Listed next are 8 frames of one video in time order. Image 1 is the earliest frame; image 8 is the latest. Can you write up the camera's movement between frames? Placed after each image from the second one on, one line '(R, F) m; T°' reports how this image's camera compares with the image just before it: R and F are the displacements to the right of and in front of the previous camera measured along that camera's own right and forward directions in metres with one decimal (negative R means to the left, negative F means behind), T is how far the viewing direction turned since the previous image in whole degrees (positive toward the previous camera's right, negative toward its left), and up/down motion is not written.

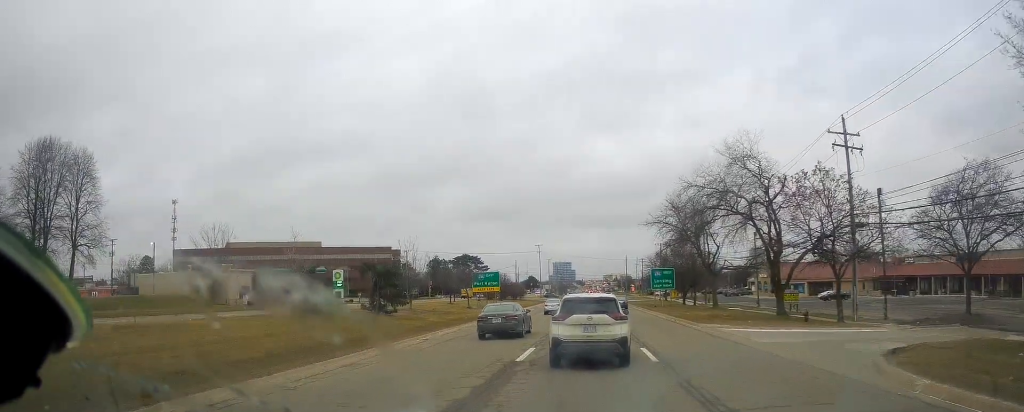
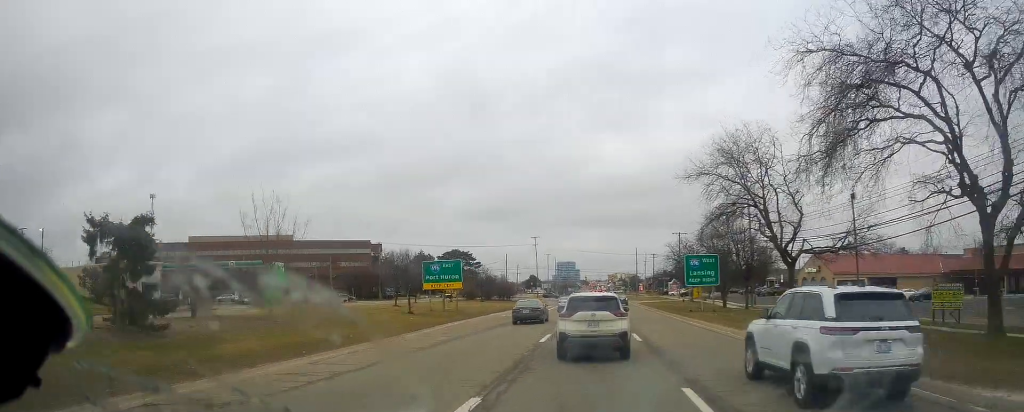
(-0.2, +24.5) m; -1°
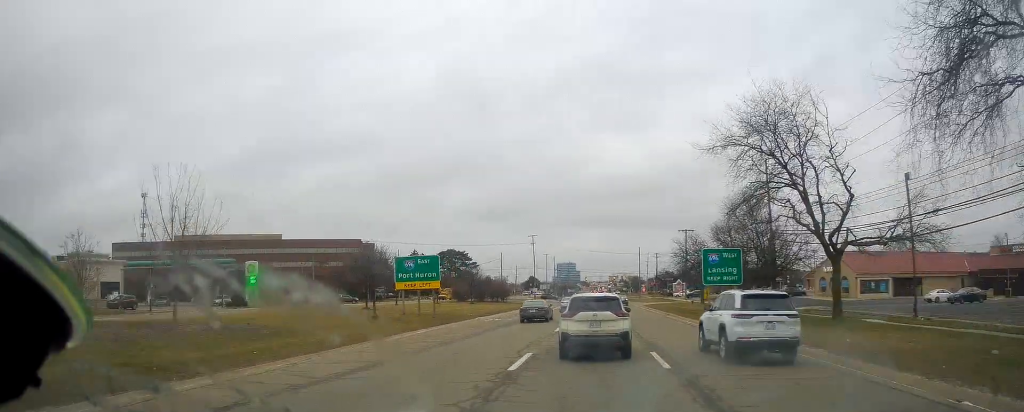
(0.0, +7.5) m; -1°
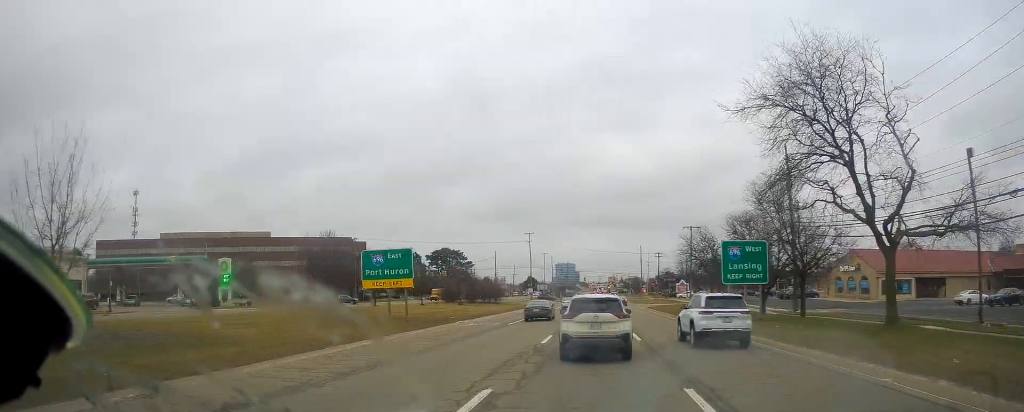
(0.0, +6.5) m; -1°
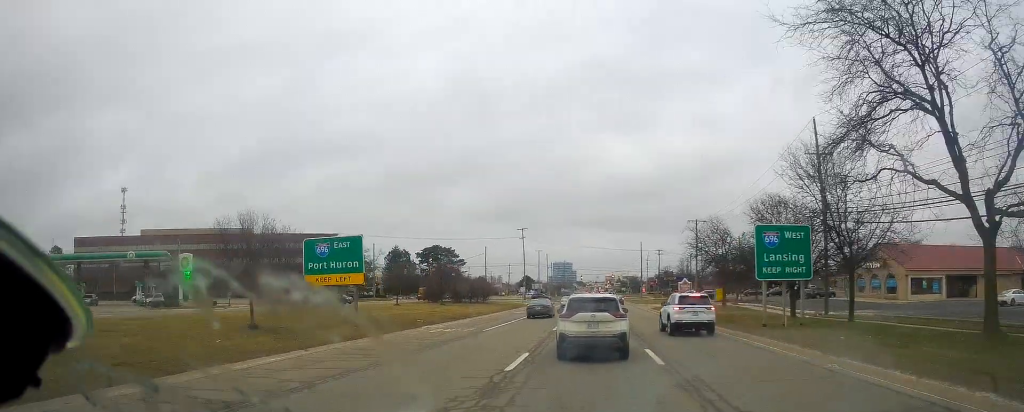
(0.0, +8.0) m; -1°
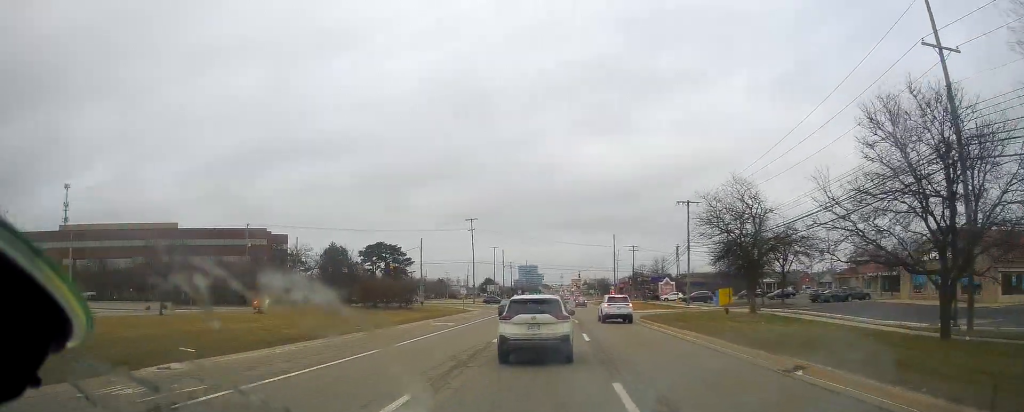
(+0.5, +21.7) m; +6°
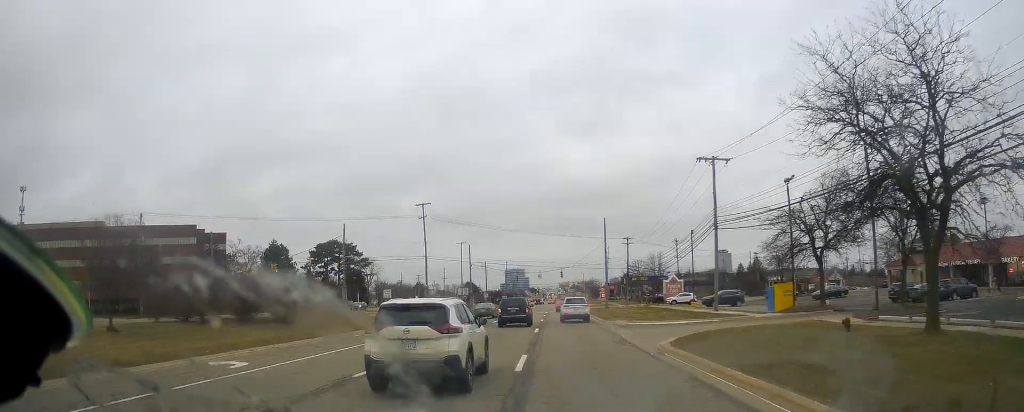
(+0.8, +22.3) m; +1°
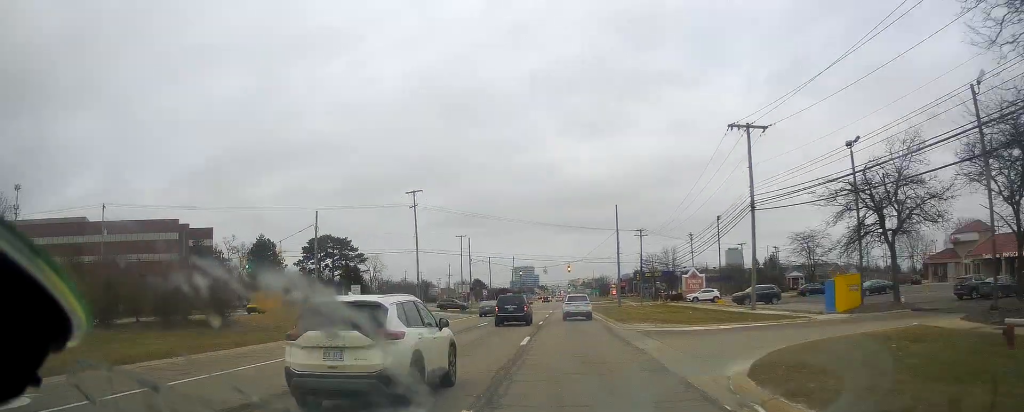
(-0.1, +8.5) m; -1°
